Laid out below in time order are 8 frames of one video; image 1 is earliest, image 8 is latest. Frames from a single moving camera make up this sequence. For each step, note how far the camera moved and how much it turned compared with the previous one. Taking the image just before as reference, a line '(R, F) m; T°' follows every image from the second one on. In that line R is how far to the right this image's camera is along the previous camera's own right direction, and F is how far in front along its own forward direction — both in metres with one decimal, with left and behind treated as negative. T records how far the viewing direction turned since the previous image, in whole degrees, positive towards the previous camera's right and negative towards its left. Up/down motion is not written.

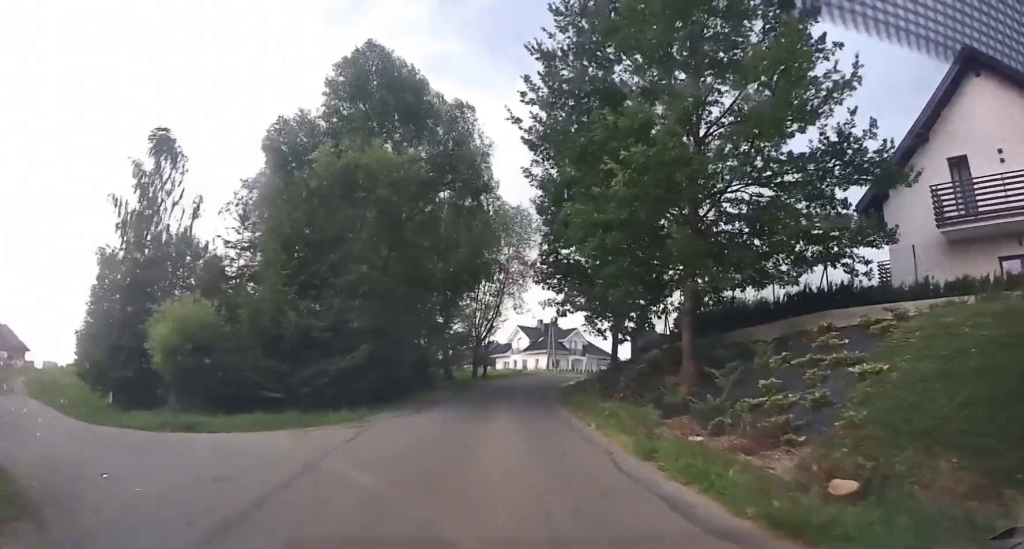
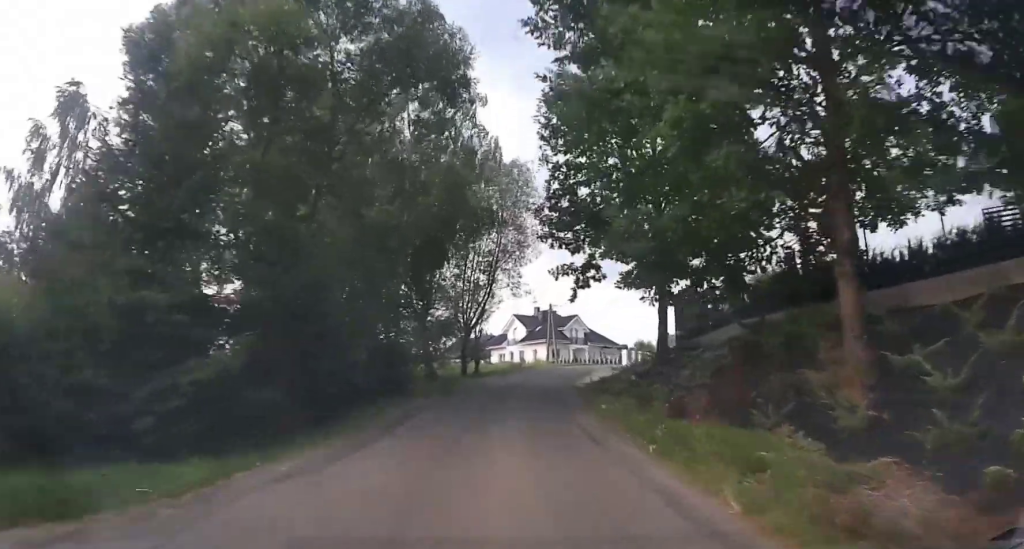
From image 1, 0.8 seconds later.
(+0.1, +7.7) m; +1°
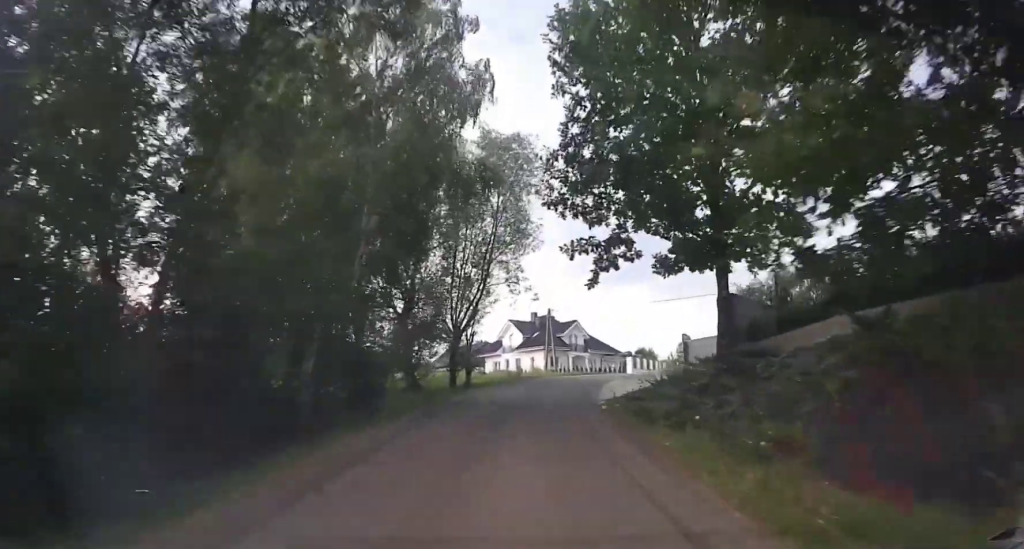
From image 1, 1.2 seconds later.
(0.0, +4.7) m; +1°
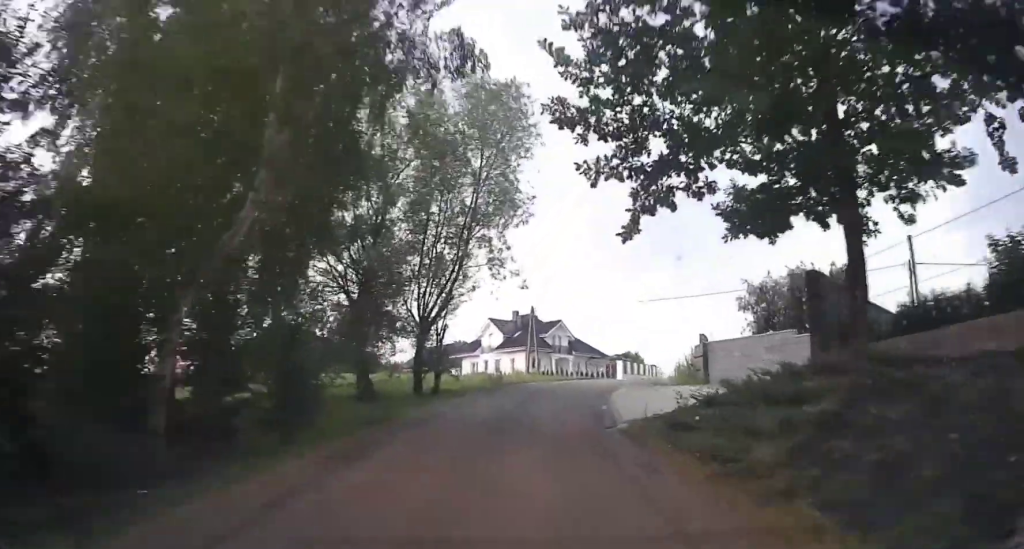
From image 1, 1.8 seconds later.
(0.0, +5.4) m; +2°
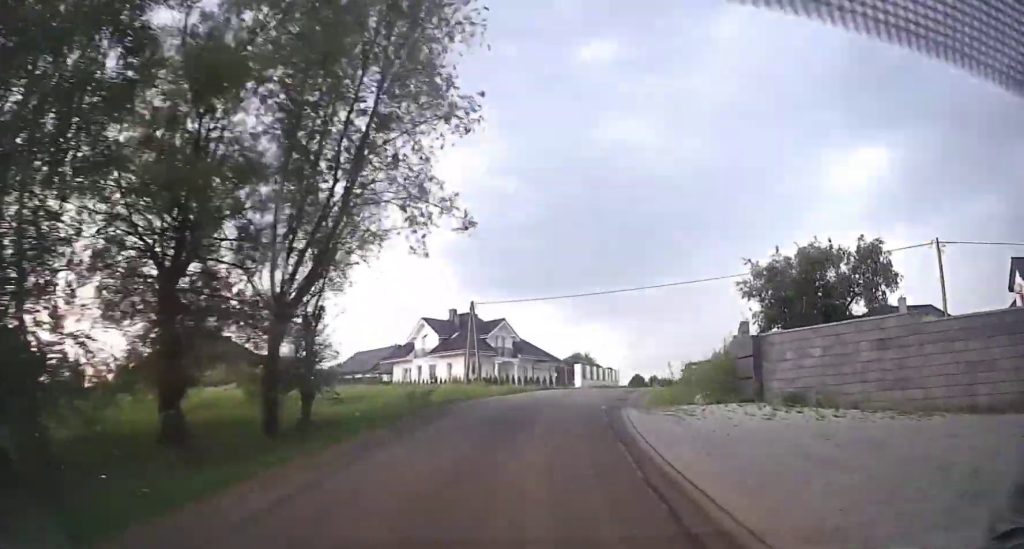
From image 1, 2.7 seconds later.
(+0.4, +9.4) m; +5°
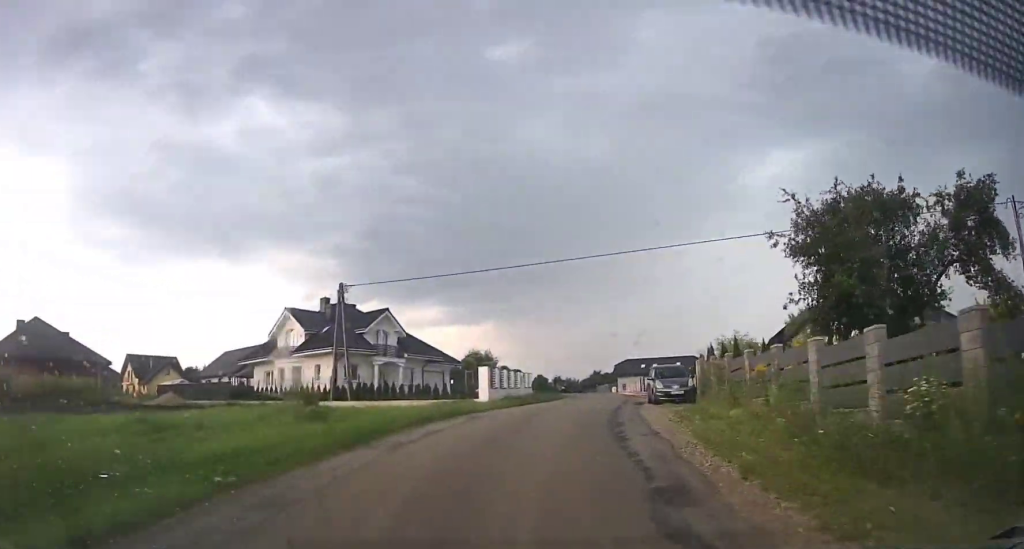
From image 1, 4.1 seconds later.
(+0.9, +14.0) m; +9°
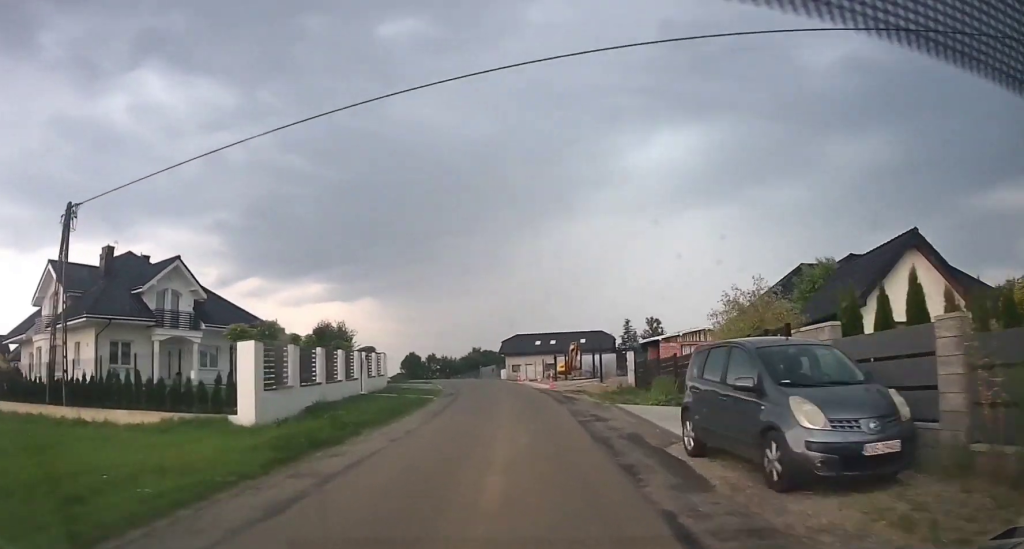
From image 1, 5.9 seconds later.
(+1.8, +19.3) m; +8°
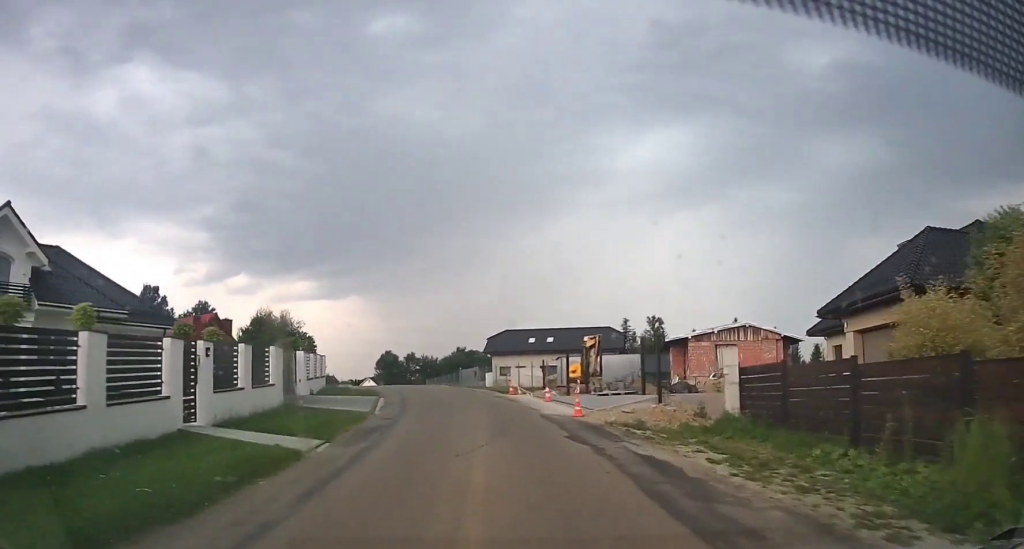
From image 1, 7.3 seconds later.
(+0.6, +15.0) m; +3°
